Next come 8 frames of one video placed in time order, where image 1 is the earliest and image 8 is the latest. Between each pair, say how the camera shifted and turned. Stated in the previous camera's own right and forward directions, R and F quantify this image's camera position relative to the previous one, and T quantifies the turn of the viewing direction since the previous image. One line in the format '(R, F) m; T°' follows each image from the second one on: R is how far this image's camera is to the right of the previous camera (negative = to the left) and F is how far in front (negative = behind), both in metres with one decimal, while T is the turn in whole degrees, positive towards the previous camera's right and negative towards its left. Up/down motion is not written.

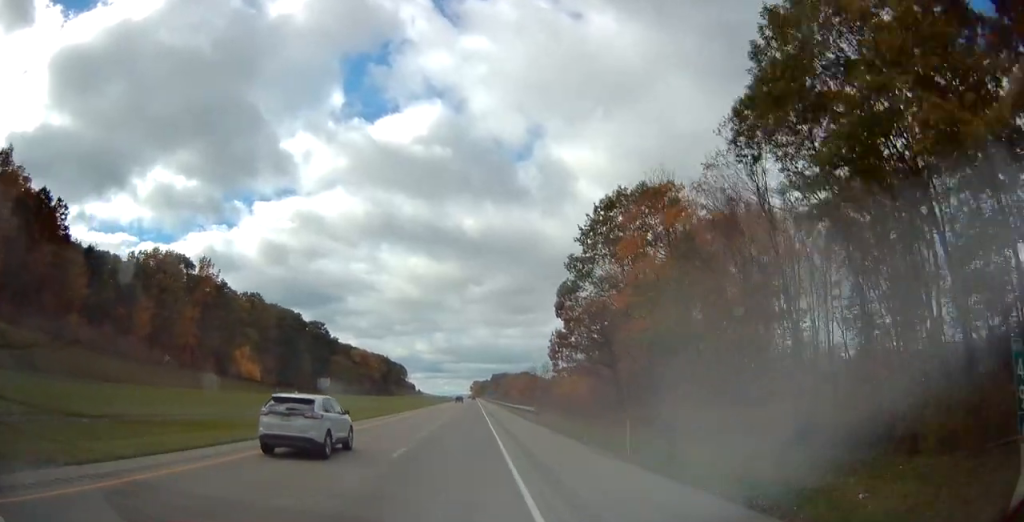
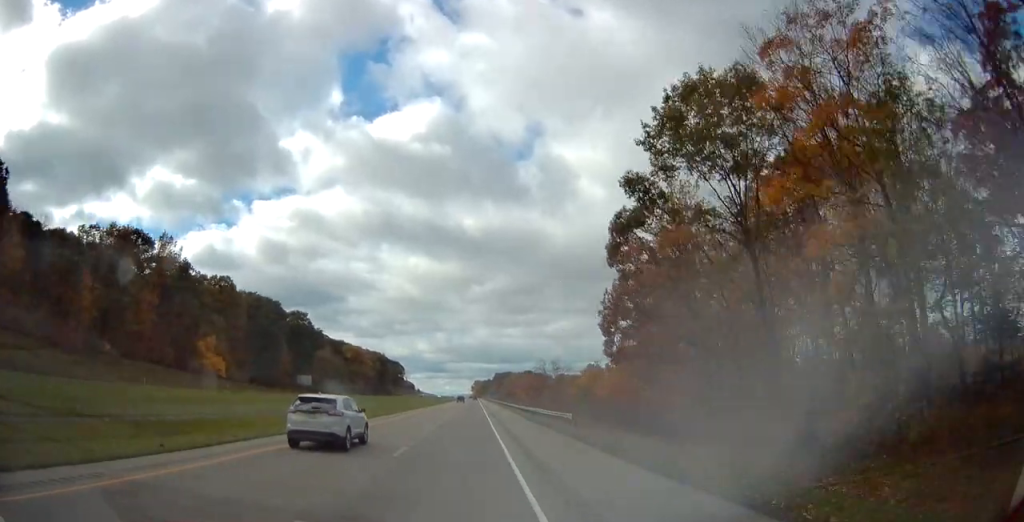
(-0.1, +24.2) m; 0°
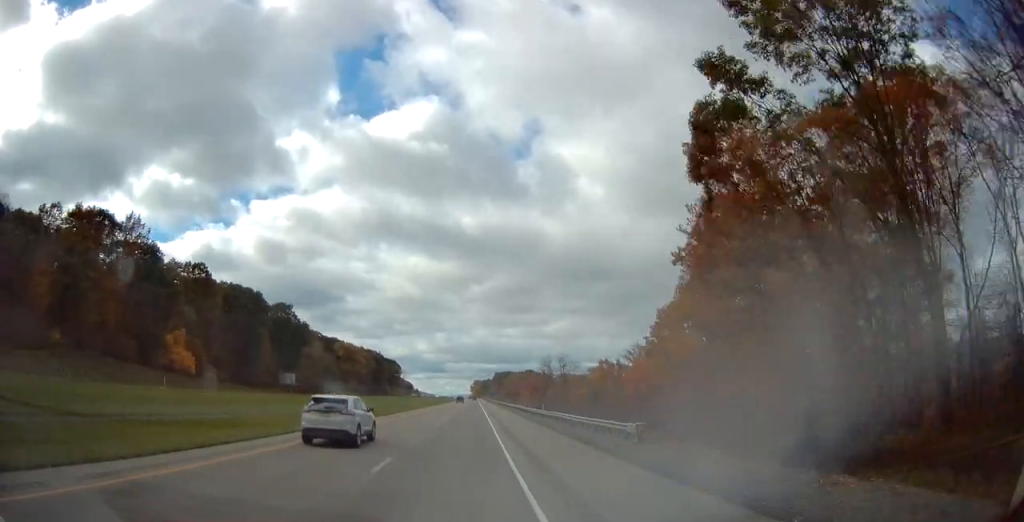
(0.0, +15.8) m; 0°
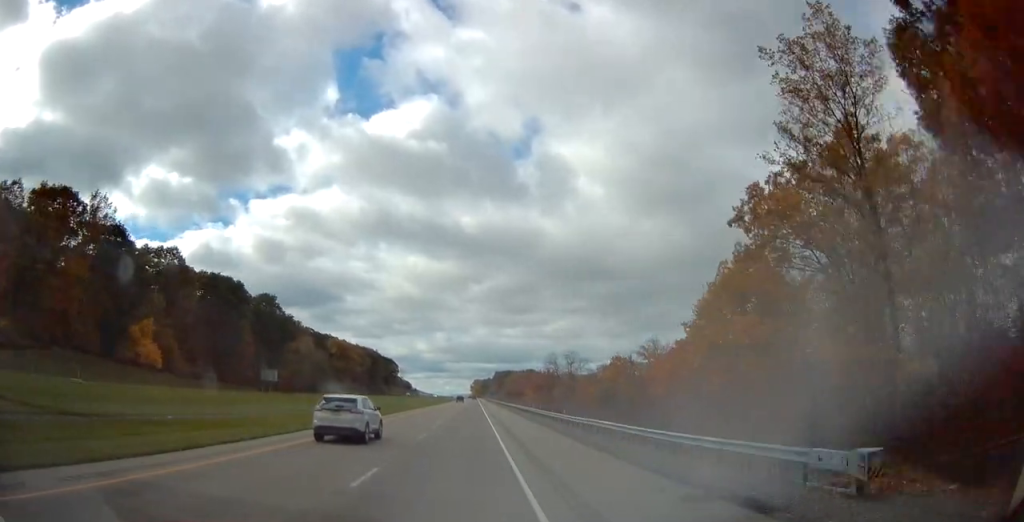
(0.0, +14.7) m; 0°
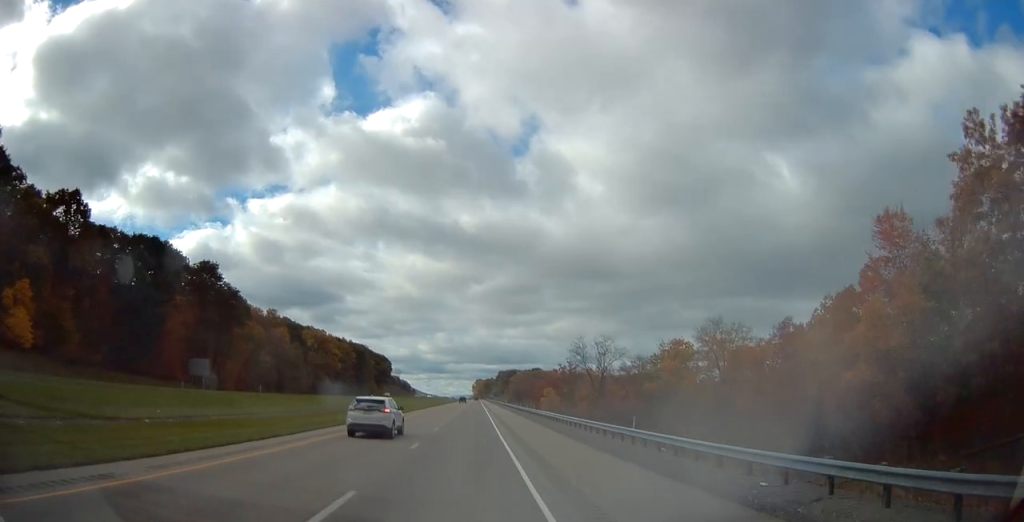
(-0.1, +39.9) m; -1°
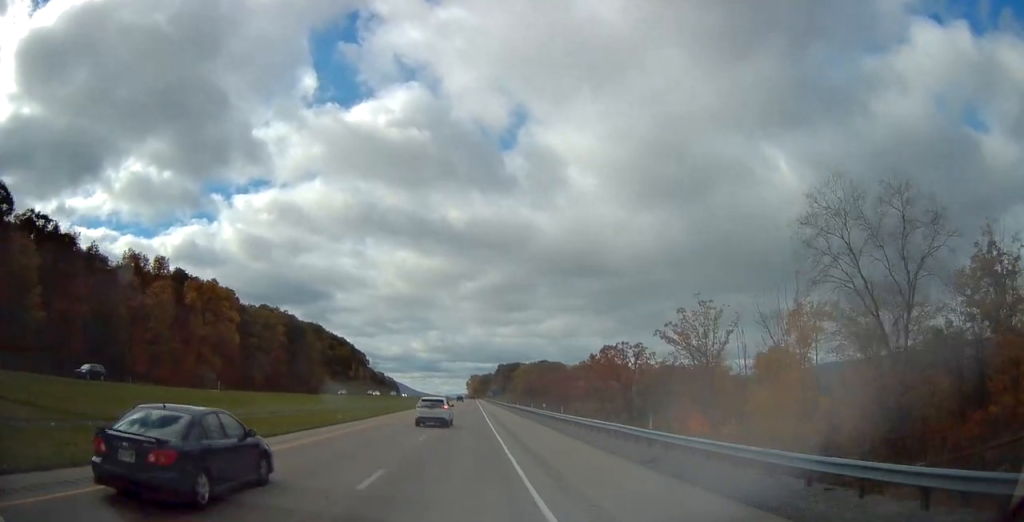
(+0.1, +94.9) m; 0°
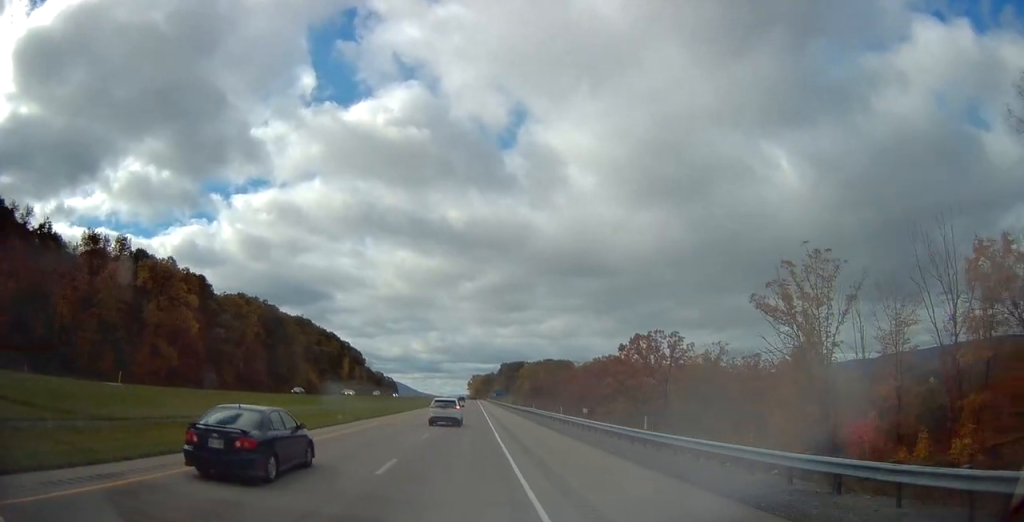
(0.0, +22.2) m; 0°
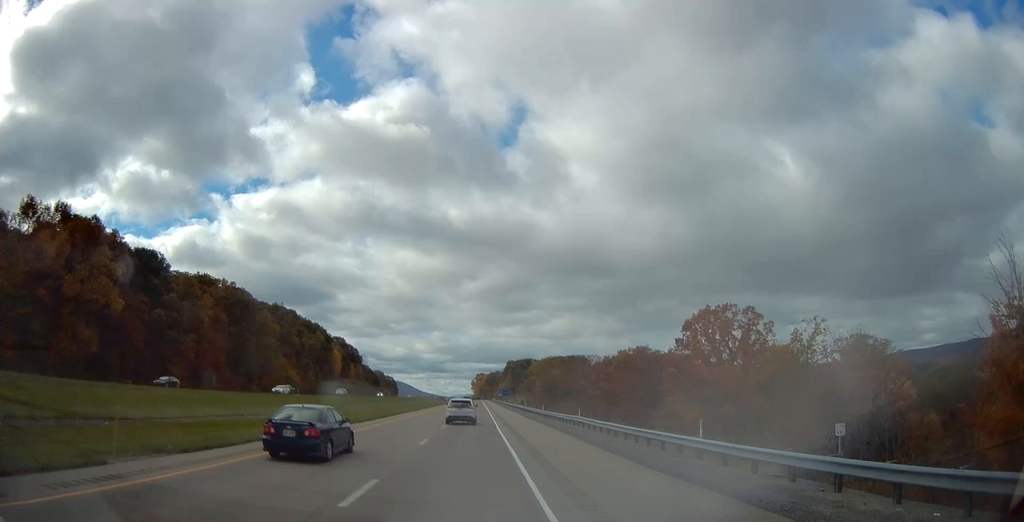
(0.0, +28.6) m; -1°
